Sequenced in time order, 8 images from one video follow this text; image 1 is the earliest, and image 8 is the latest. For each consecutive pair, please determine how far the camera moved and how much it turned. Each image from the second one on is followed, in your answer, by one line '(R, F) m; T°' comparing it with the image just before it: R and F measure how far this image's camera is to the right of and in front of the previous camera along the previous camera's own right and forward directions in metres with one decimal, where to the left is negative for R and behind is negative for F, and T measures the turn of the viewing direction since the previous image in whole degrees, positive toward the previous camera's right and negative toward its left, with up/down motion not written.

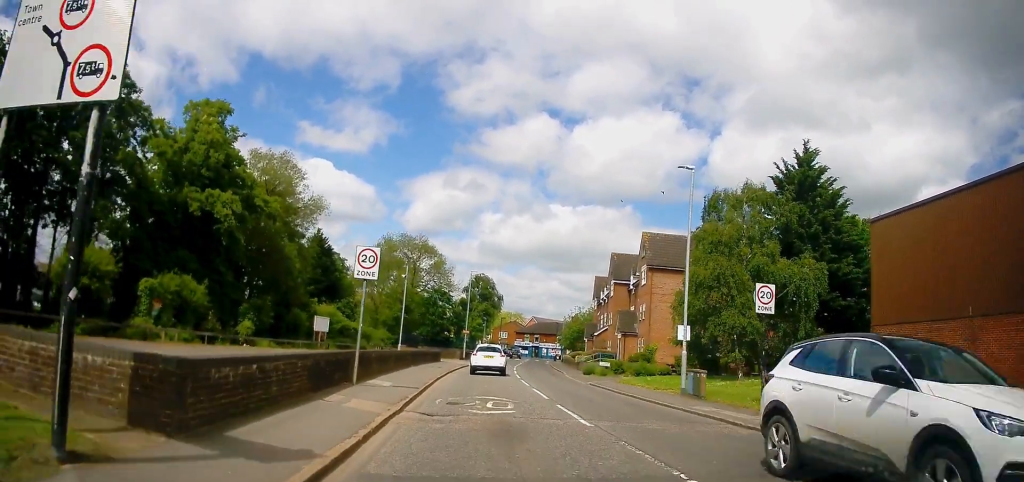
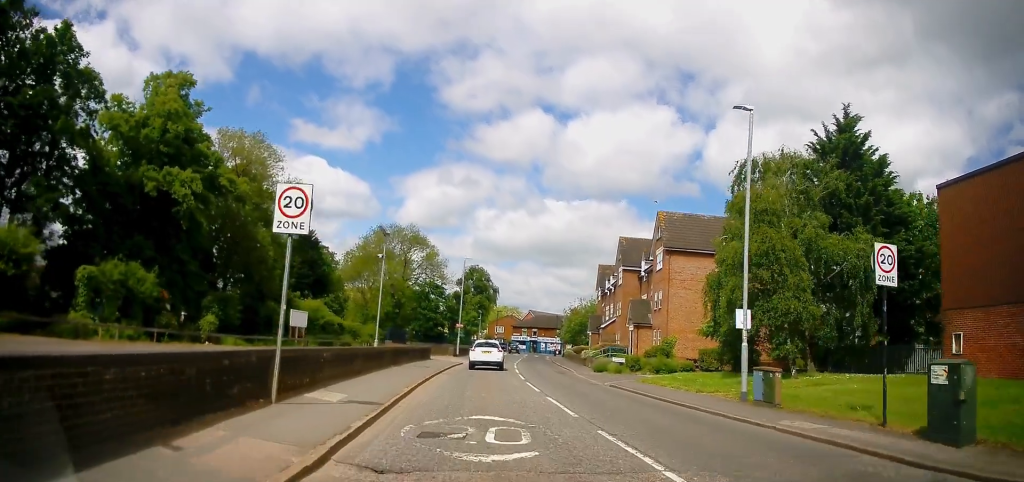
(+0.1, +5.4) m; +1°
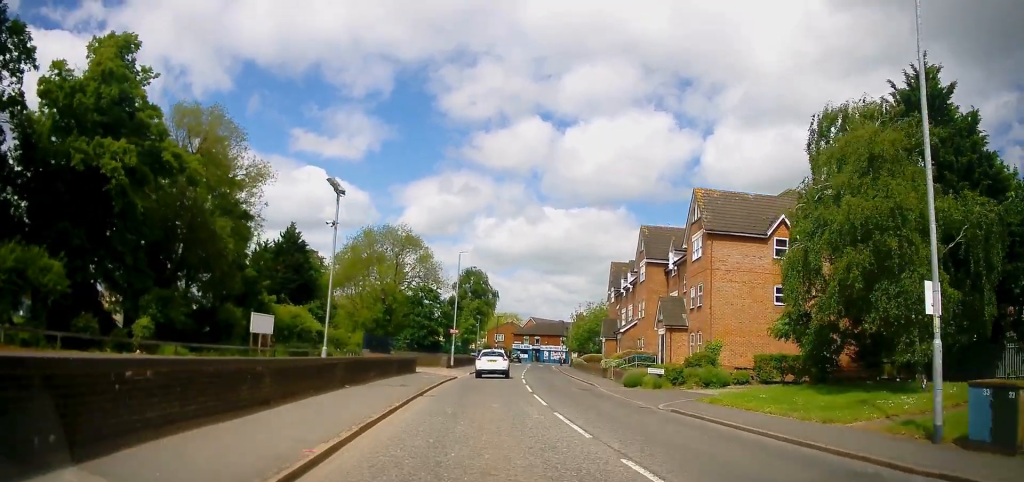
(0.0, +7.8) m; 0°
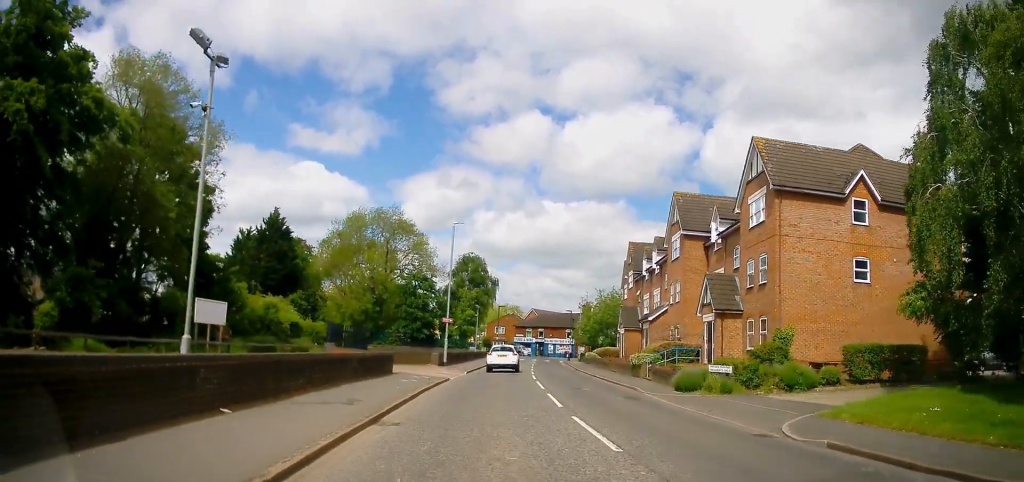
(0.0, +7.9) m; 0°
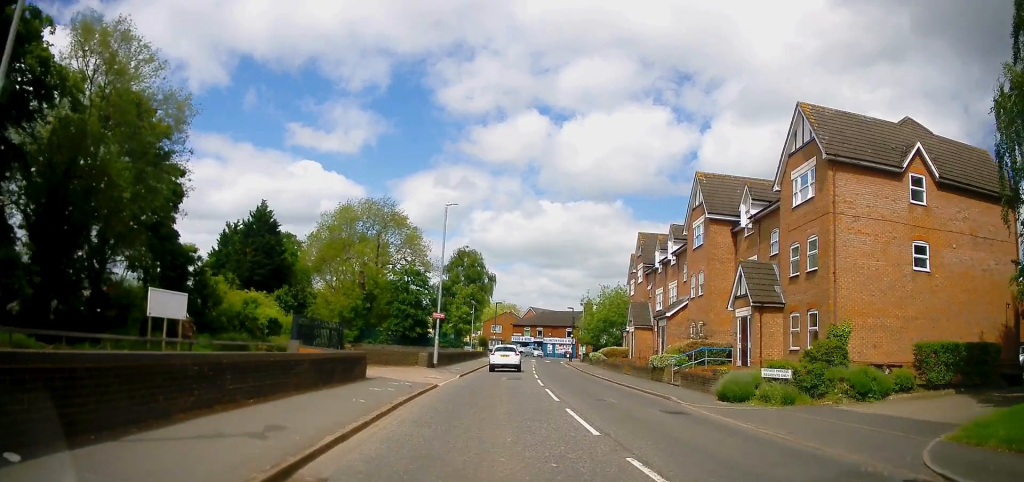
(0.0, +4.5) m; 0°
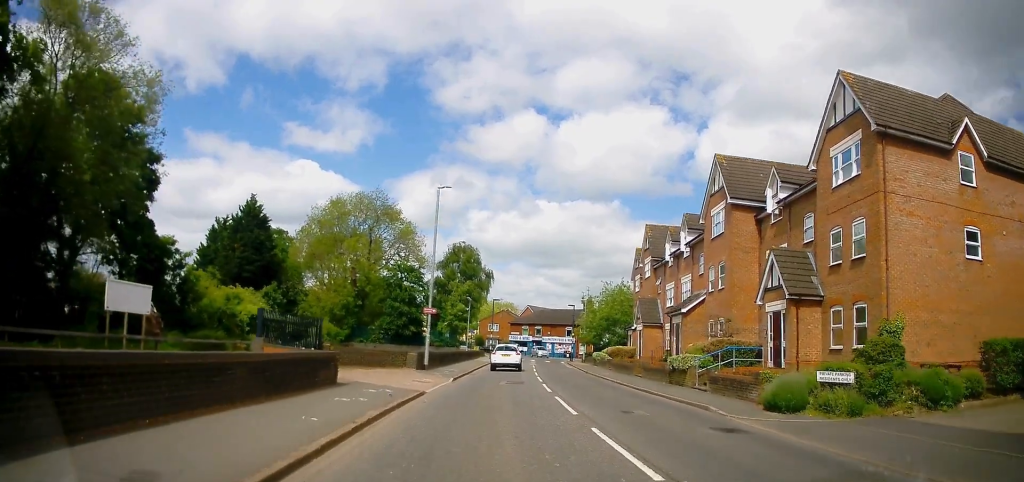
(0.0, +3.3) m; -1°
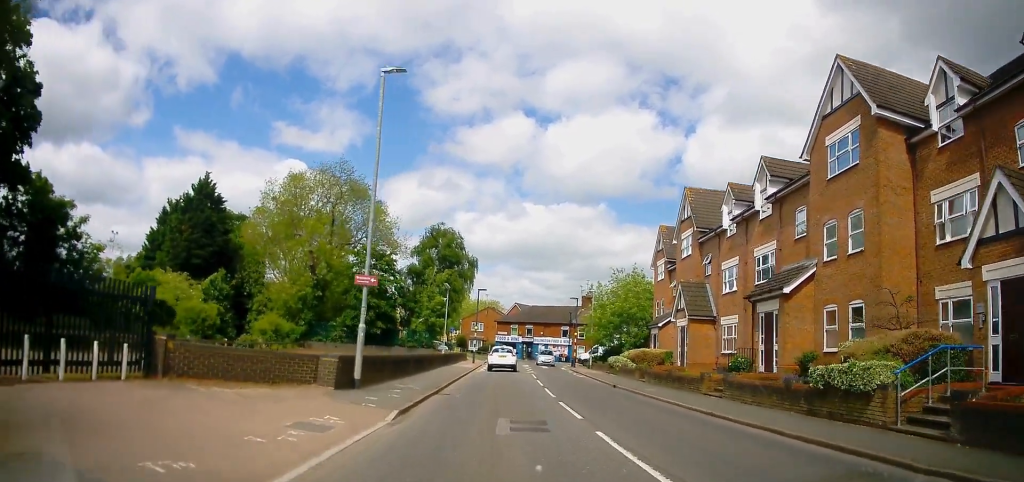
(-0.2, +12.3) m; +3°
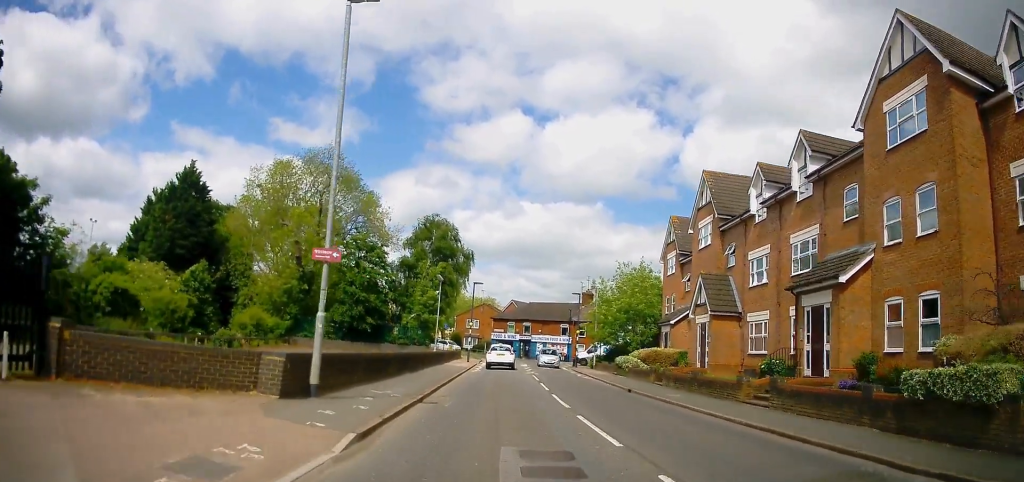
(+0.1, +3.5) m; +4°
